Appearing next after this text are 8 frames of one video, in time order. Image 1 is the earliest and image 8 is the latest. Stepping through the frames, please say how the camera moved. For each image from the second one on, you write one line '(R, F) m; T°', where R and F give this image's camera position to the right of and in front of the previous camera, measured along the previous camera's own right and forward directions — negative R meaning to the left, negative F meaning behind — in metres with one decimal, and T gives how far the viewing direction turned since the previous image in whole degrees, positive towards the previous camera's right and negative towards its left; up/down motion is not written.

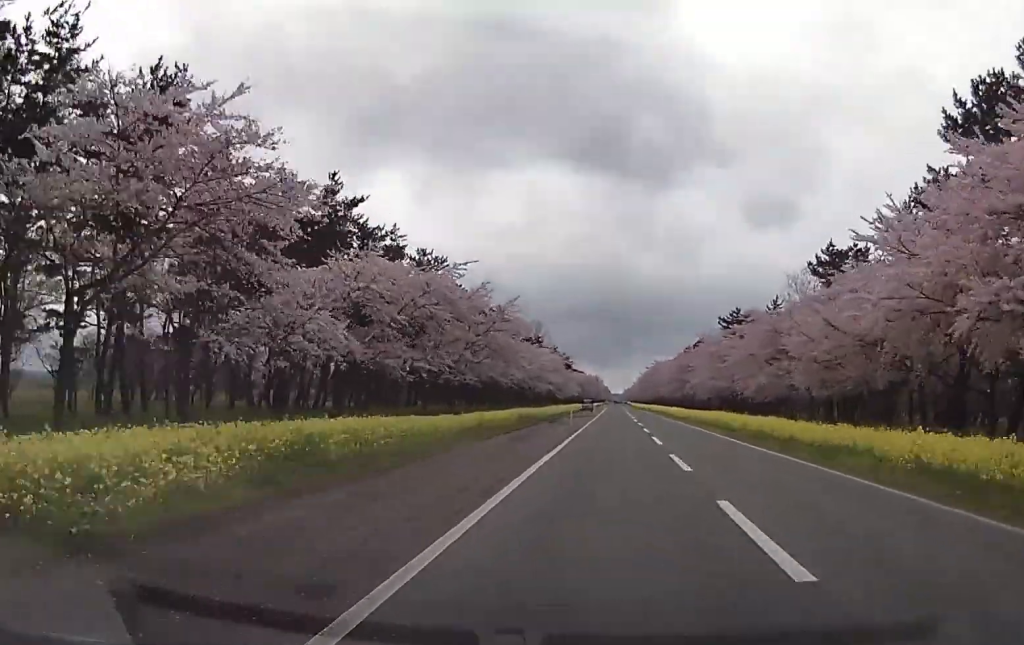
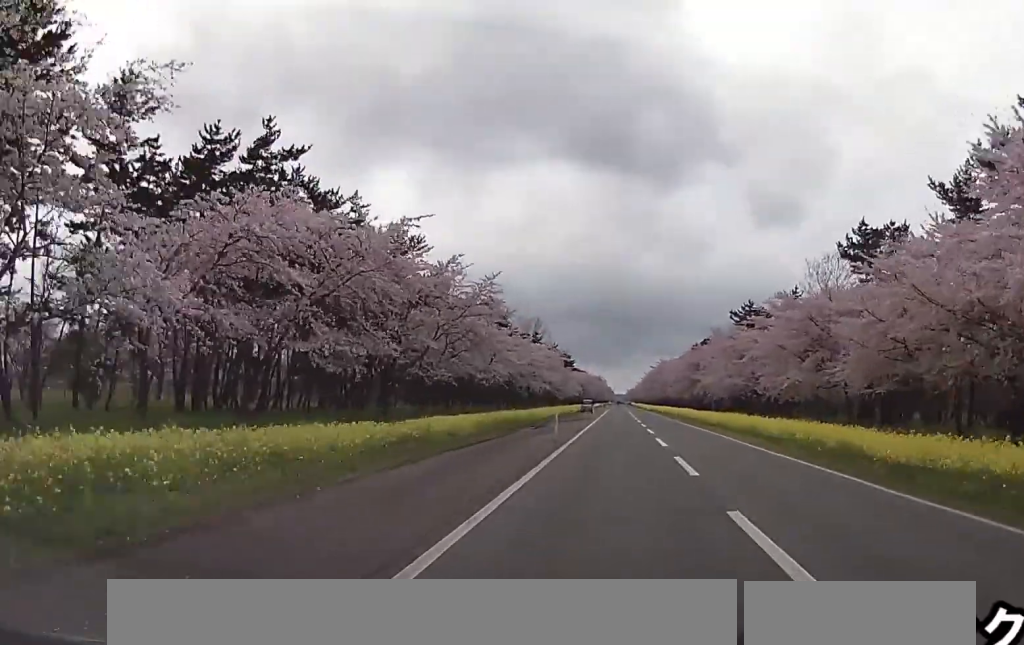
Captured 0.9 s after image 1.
(0.0, +10.8) m; 0°
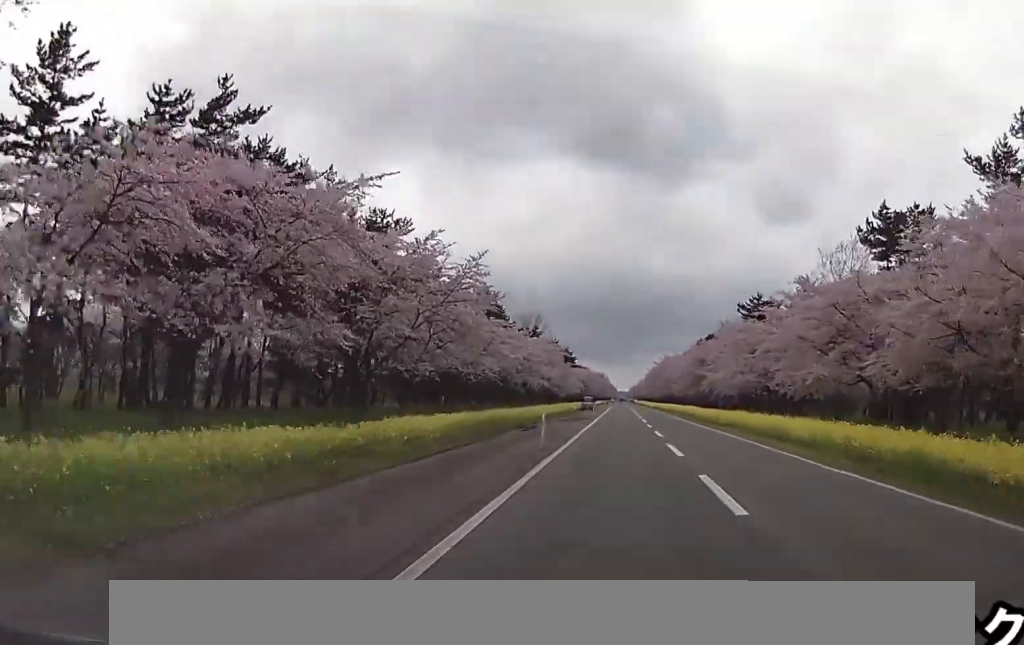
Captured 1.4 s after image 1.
(0.0, +5.5) m; 0°
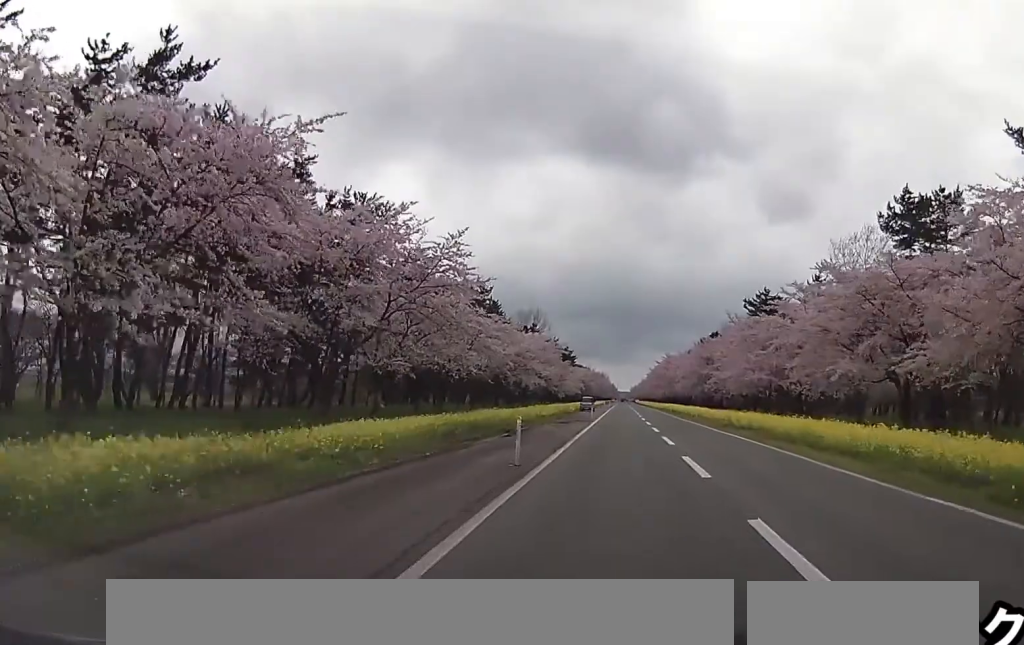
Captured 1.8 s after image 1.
(0.0, +5.5) m; 0°
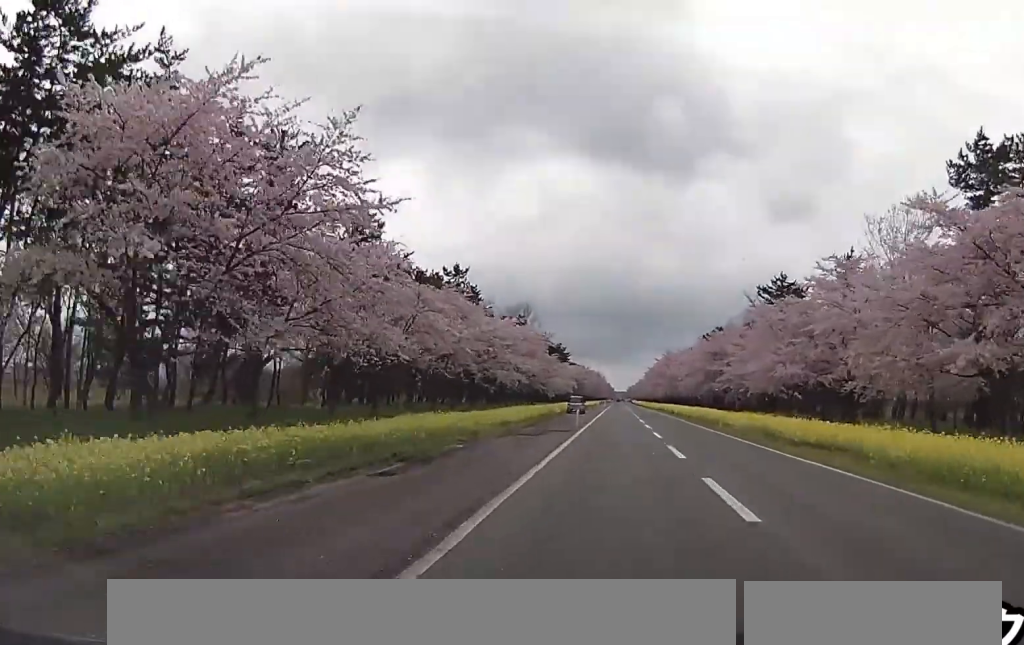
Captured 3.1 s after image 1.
(0.0, +14.9) m; 0°
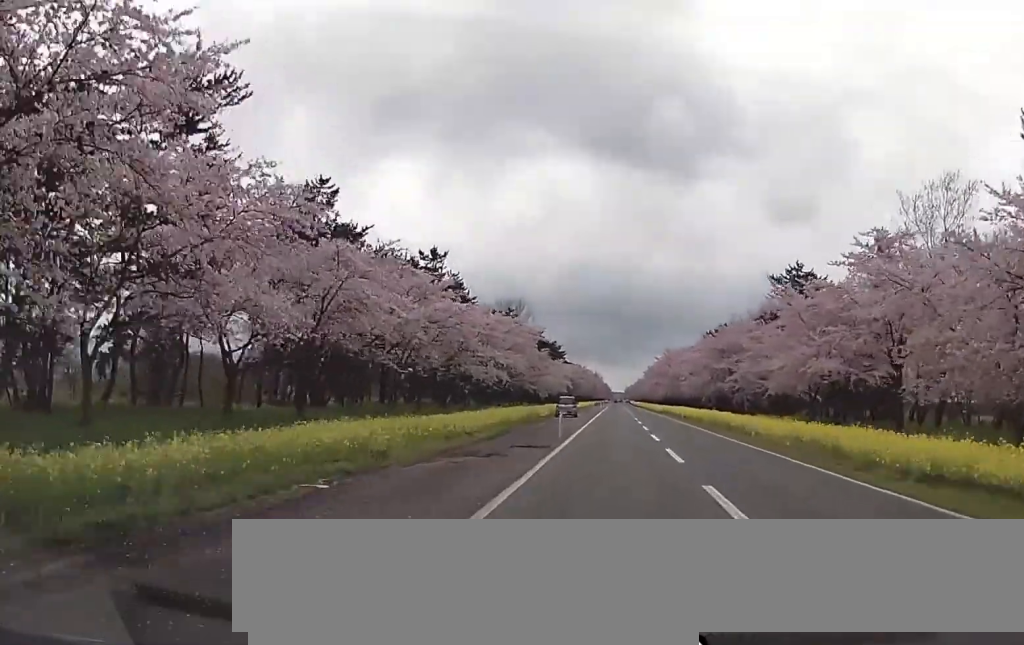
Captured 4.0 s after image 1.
(0.0, +10.6) m; -1°
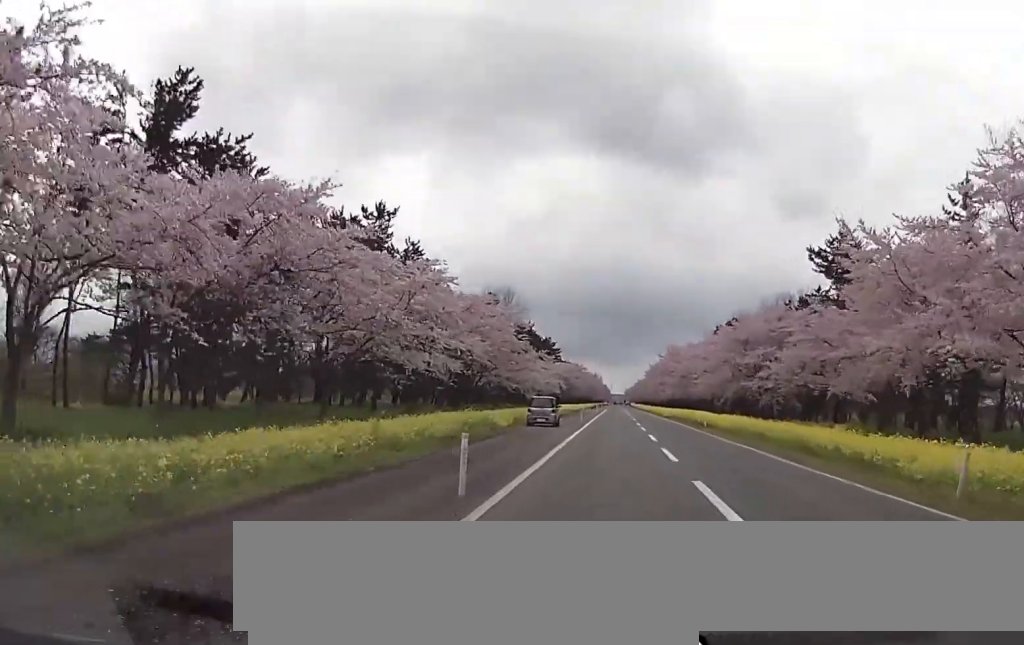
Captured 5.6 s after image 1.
(-0.7, +19.1) m; -2°
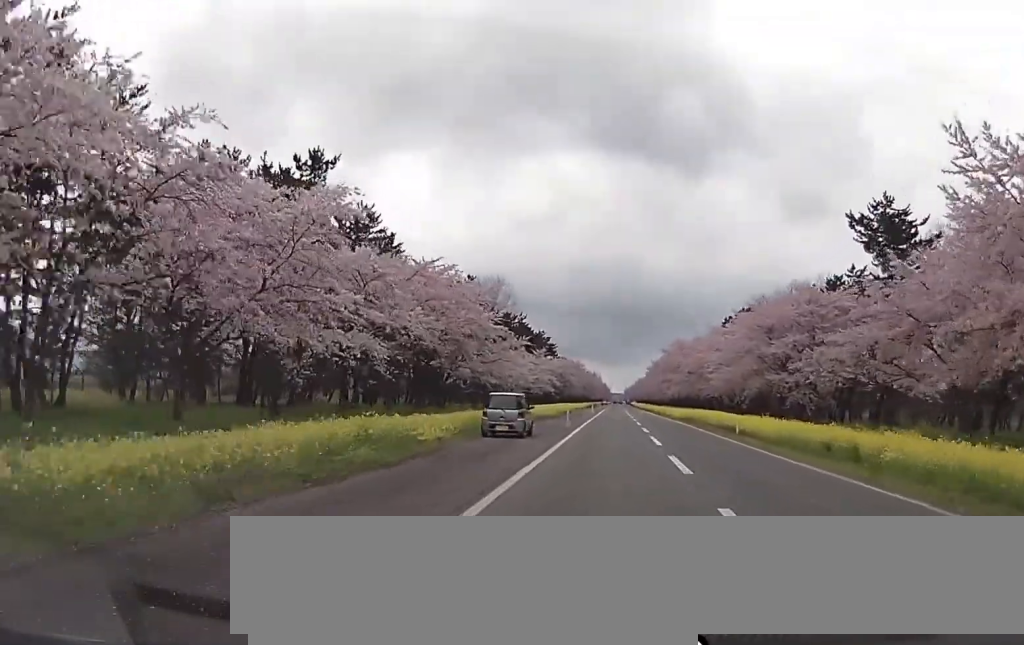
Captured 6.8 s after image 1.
(+0.5, +13.9) m; +3°
